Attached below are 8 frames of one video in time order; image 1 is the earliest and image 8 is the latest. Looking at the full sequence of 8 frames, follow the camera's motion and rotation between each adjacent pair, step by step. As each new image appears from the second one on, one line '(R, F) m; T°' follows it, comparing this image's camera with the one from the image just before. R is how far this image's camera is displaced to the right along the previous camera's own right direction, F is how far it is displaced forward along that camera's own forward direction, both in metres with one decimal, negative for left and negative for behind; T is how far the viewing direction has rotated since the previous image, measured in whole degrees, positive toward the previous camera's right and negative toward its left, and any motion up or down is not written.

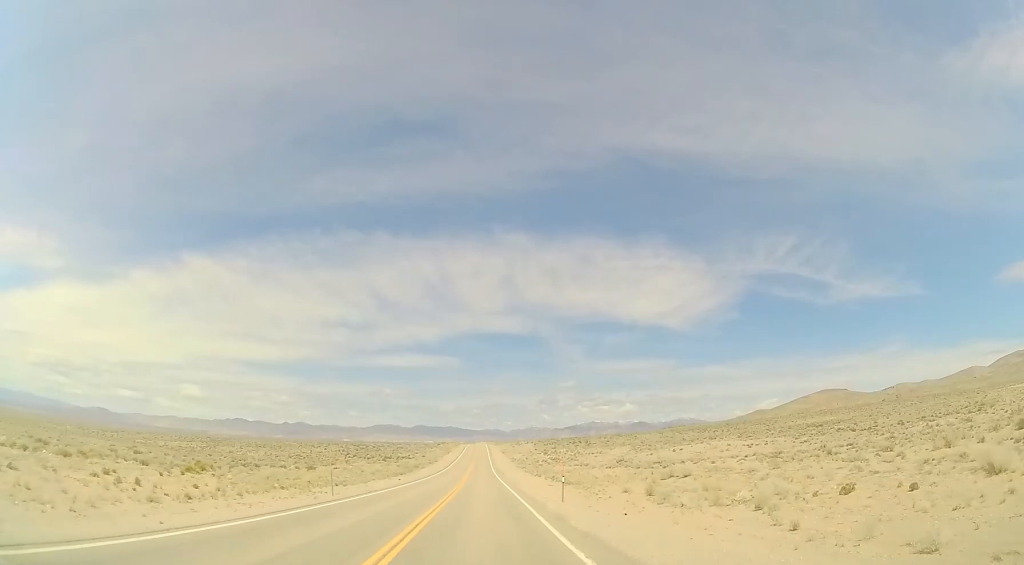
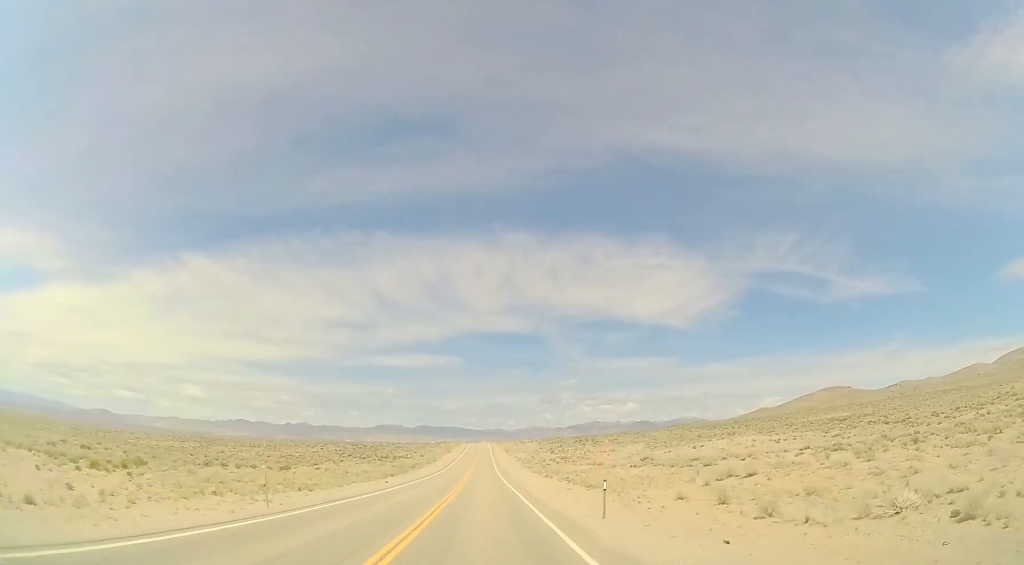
(-0.4, +7.9) m; -1°
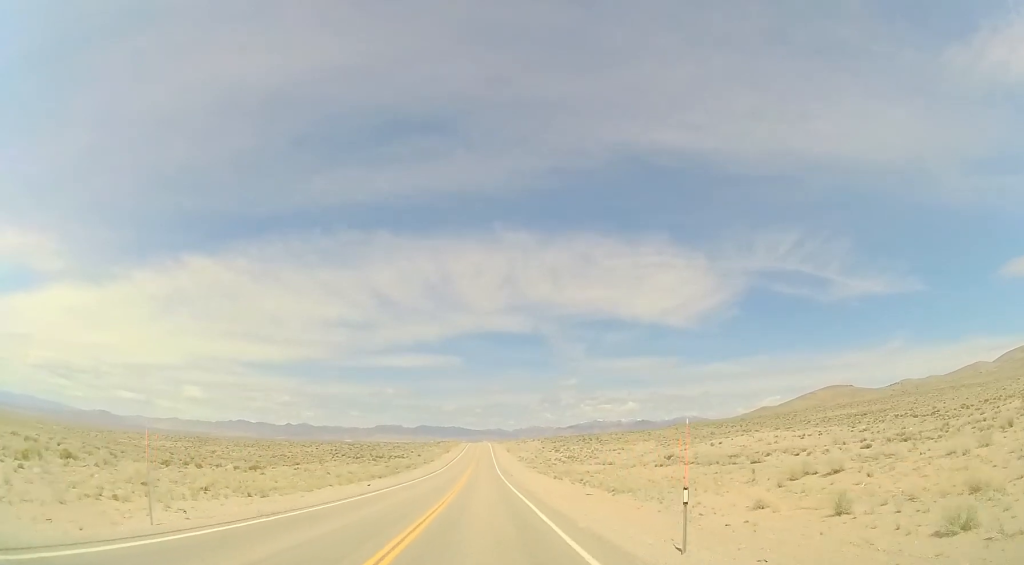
(+0.3, +6.8) m; -1°
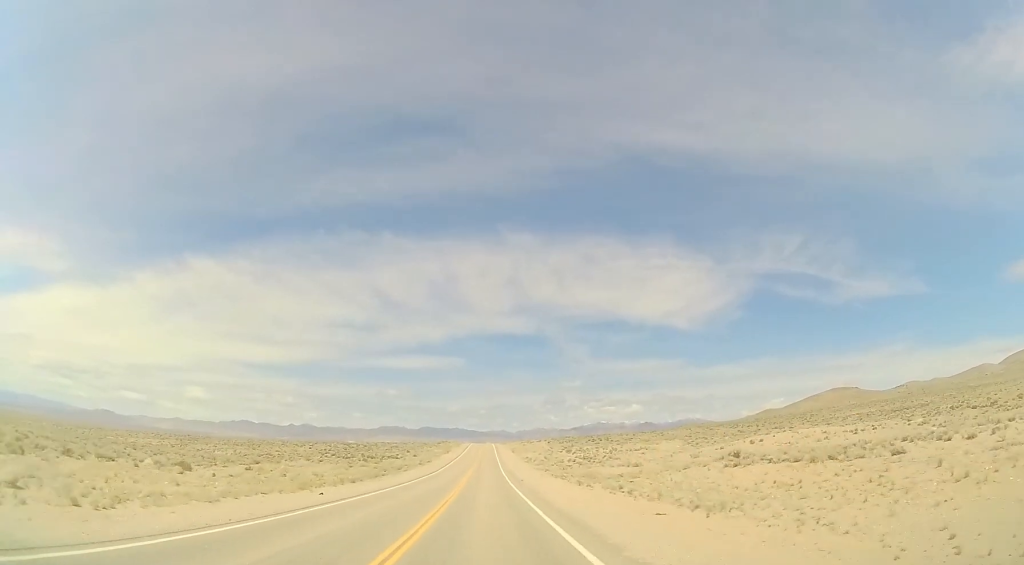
(-0.2, +11.4) m; 0°
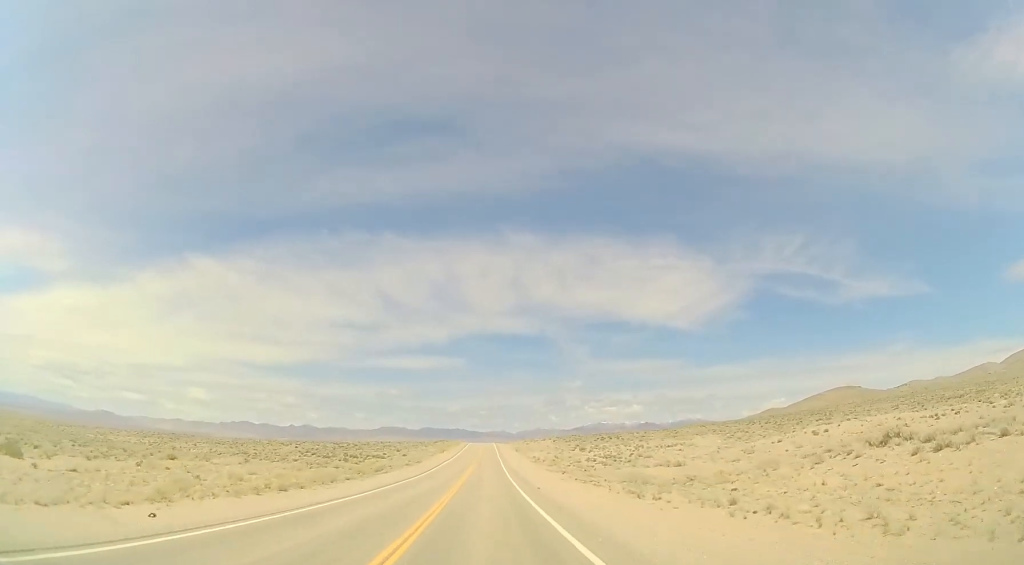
(+0.1, +14.3) m; +1°
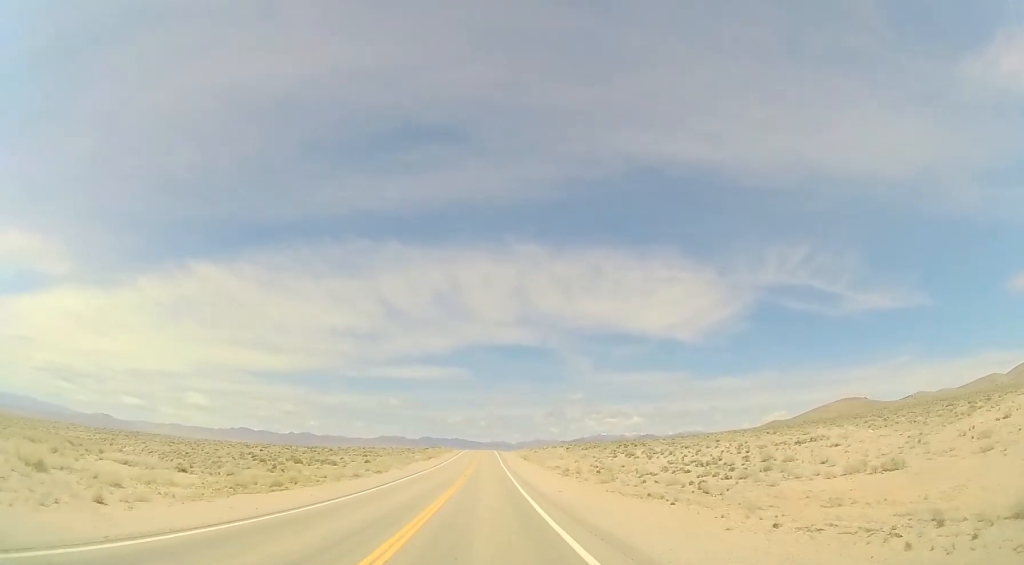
(+0.2, +28.9) m; 0°
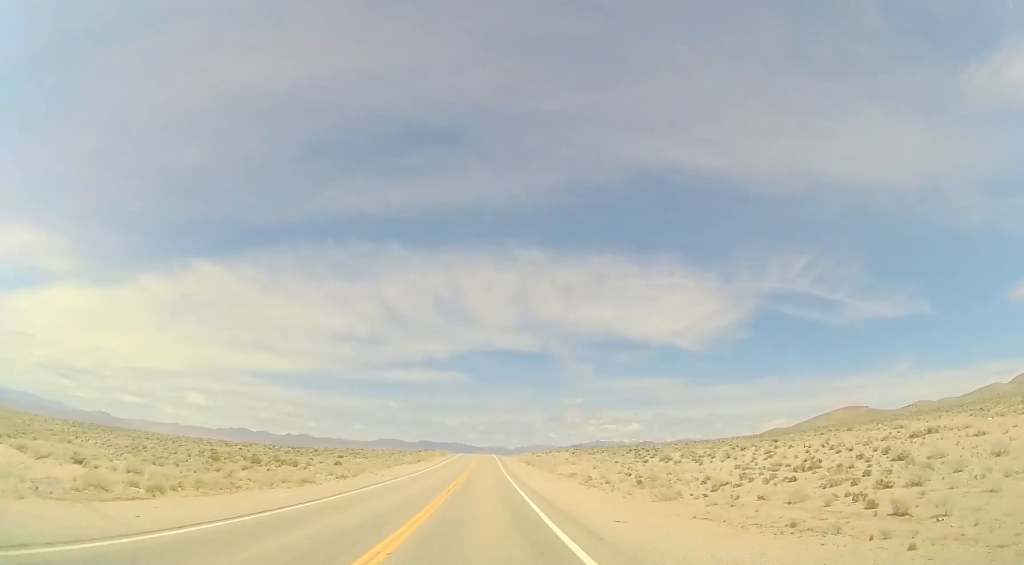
(+0.1, +12.3) m; 0°
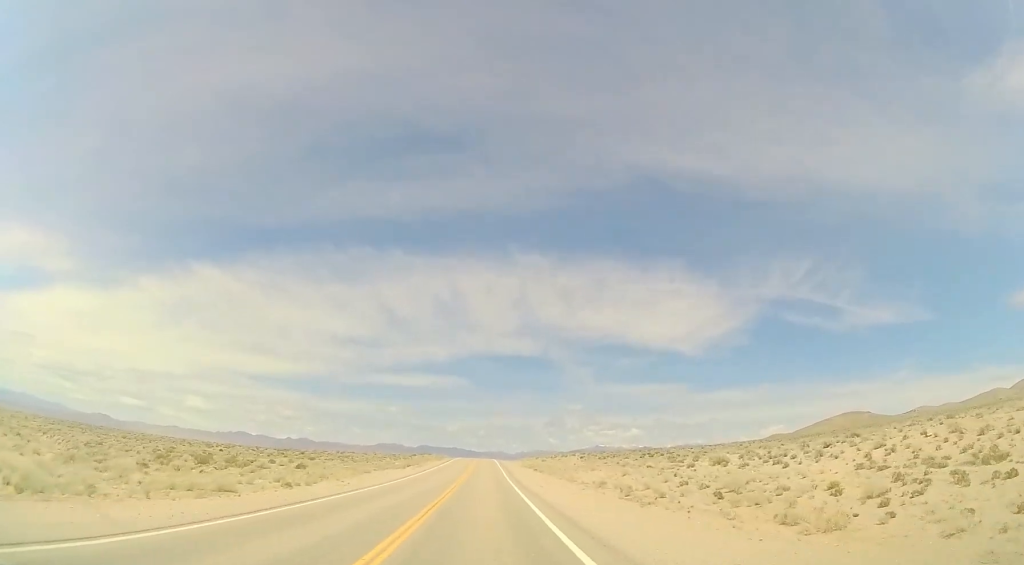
(0.0, +11.2) m; 0°
